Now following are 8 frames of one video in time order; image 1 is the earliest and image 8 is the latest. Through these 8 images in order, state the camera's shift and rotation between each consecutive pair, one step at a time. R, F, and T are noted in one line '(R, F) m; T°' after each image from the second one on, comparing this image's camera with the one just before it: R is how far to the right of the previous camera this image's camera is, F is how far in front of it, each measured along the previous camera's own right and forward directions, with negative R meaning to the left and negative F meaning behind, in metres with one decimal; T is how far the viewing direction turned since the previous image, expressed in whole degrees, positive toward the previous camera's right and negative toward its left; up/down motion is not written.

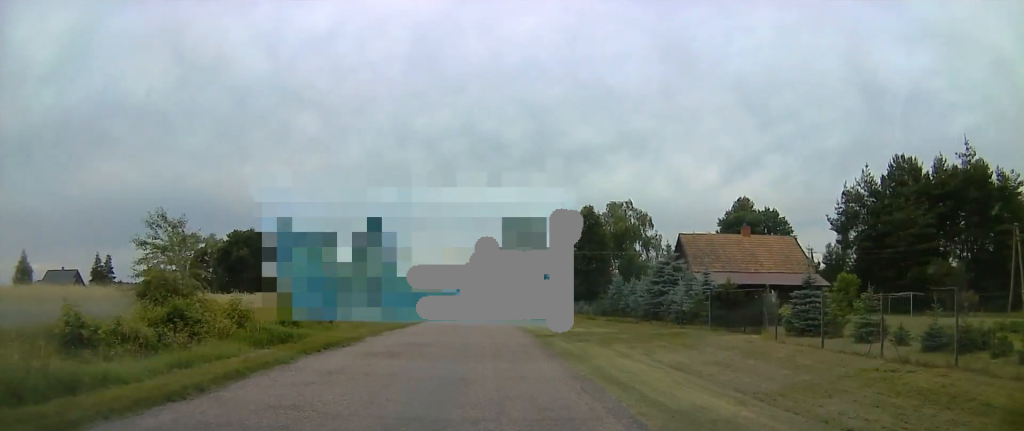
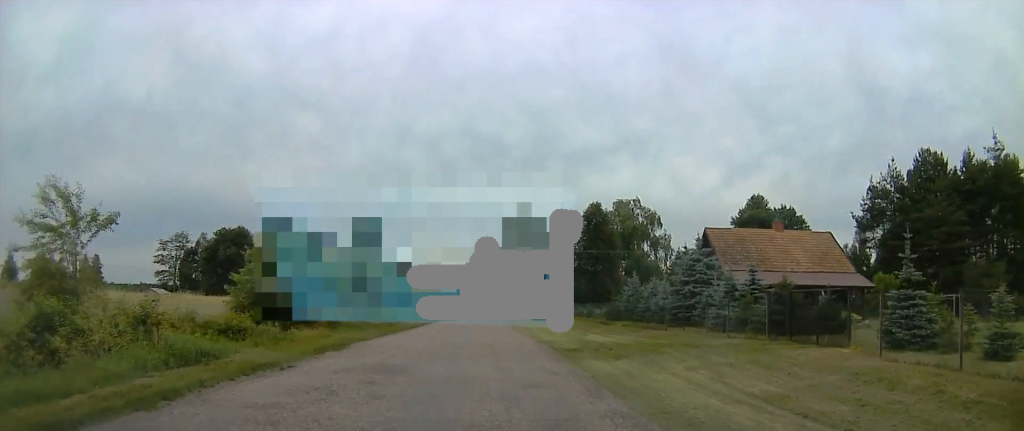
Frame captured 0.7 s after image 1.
(+0.1, +6.0) m; +1°
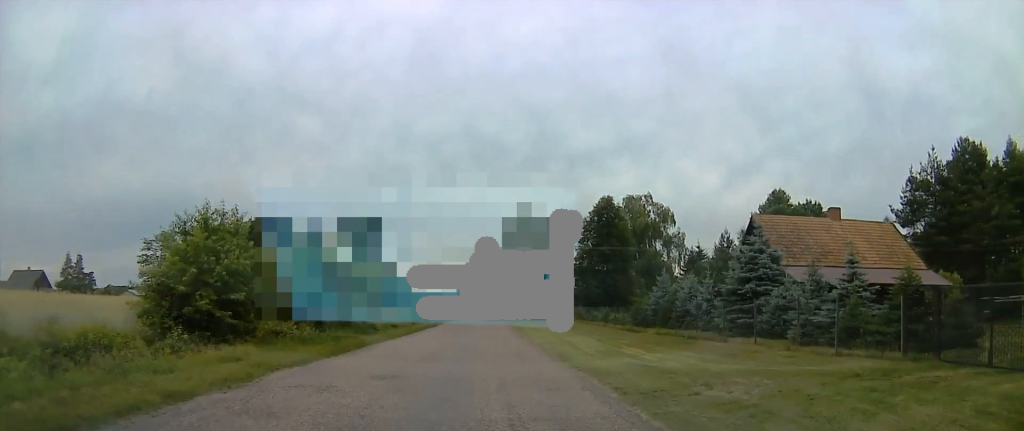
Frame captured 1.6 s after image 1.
(+0.1, +8.7) m; 0°
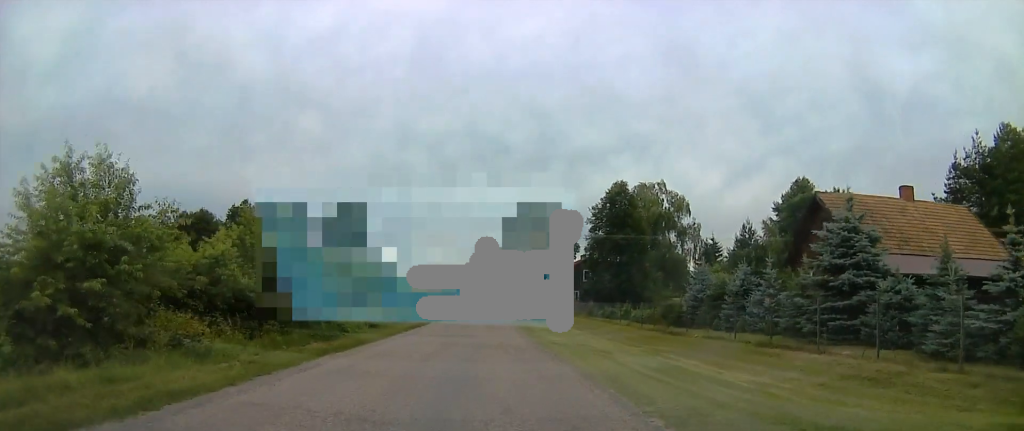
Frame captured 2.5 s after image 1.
(0.0, +8.5) m; 0°
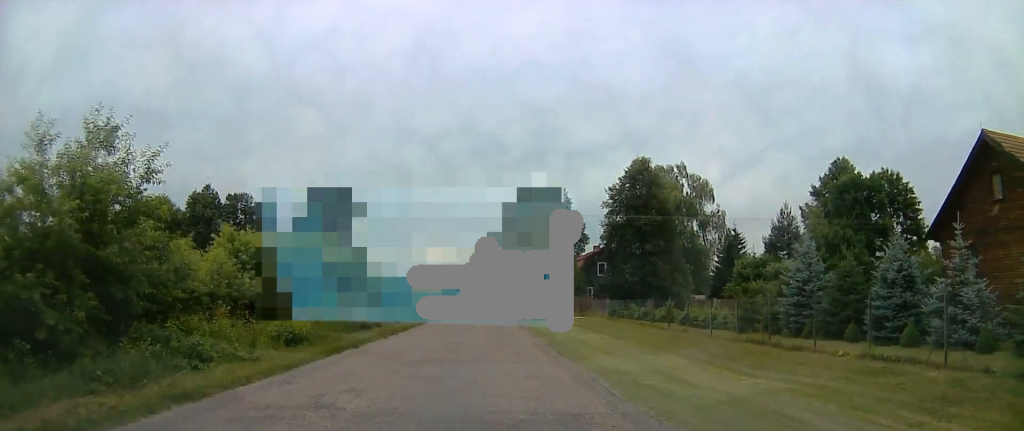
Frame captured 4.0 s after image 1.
(0.0, +14.2) m; 0°
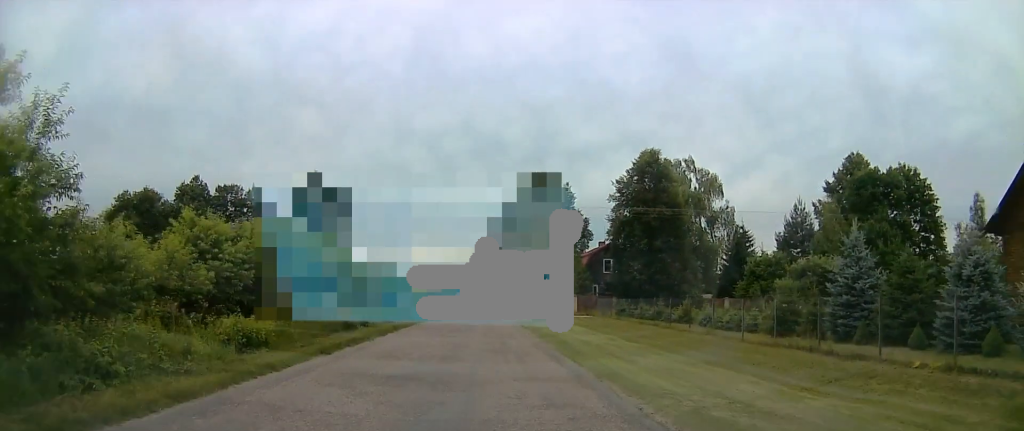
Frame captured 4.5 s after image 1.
(0.0, +3.7) m; 0°
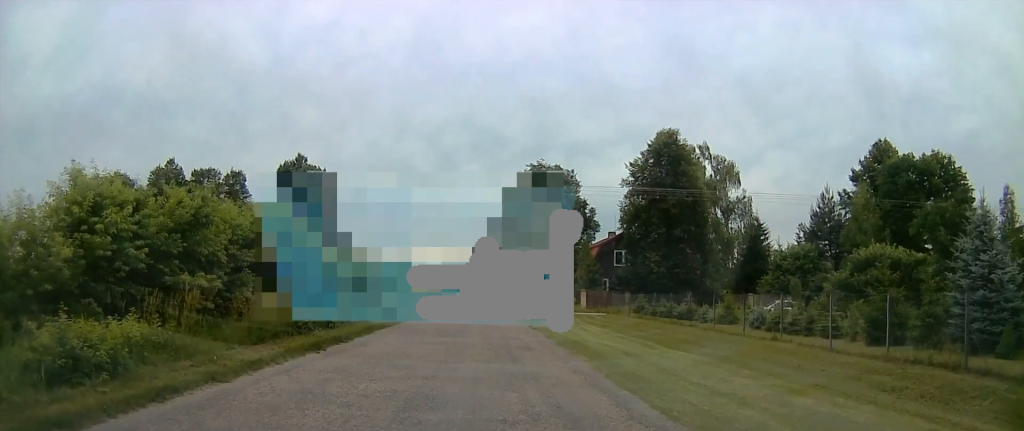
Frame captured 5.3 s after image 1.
(0.0, +6.5) m; -1°
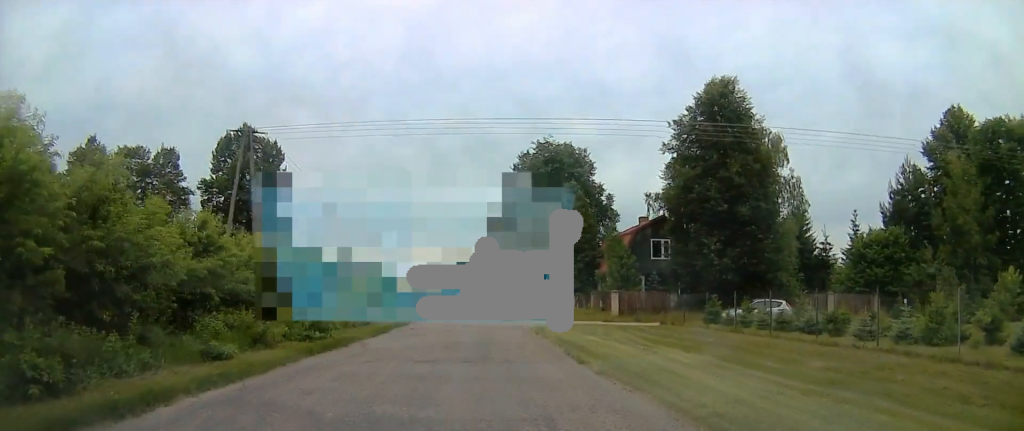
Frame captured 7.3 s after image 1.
(-0.3, +13.4) m; -1°
